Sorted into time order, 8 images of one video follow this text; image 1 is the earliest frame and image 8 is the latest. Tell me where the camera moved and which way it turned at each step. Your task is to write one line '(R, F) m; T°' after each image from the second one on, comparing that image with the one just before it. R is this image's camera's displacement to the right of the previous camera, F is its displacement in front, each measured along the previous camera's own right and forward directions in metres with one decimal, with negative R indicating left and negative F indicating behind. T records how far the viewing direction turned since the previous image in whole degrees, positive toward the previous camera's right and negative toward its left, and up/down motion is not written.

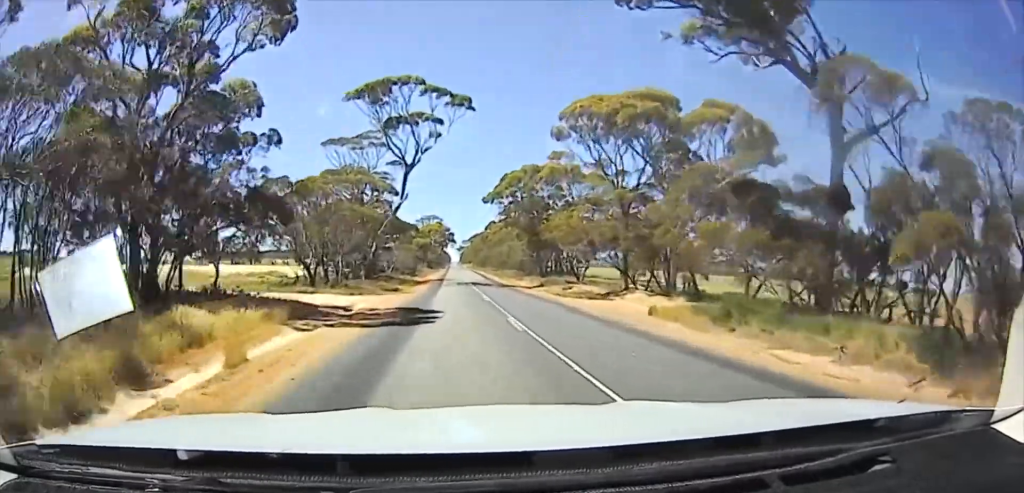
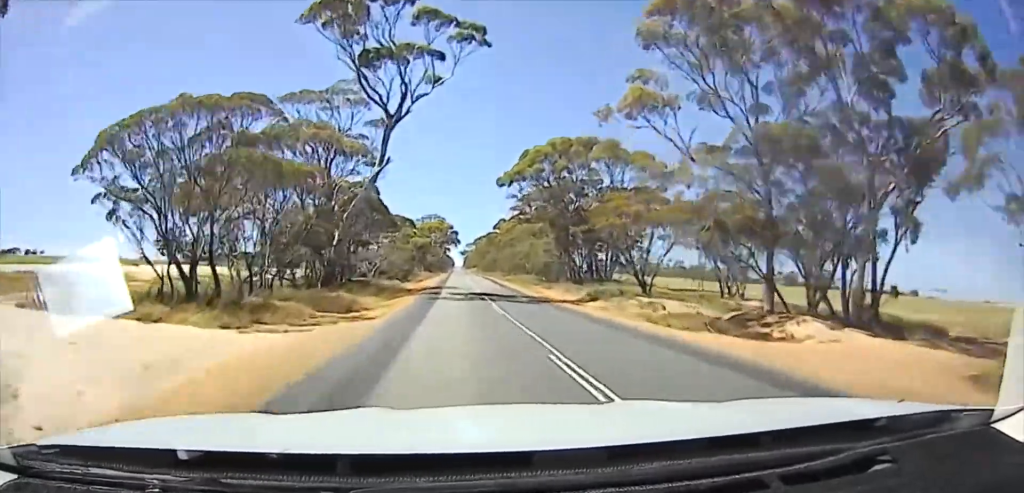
(0.0, +20.0) m; 0°
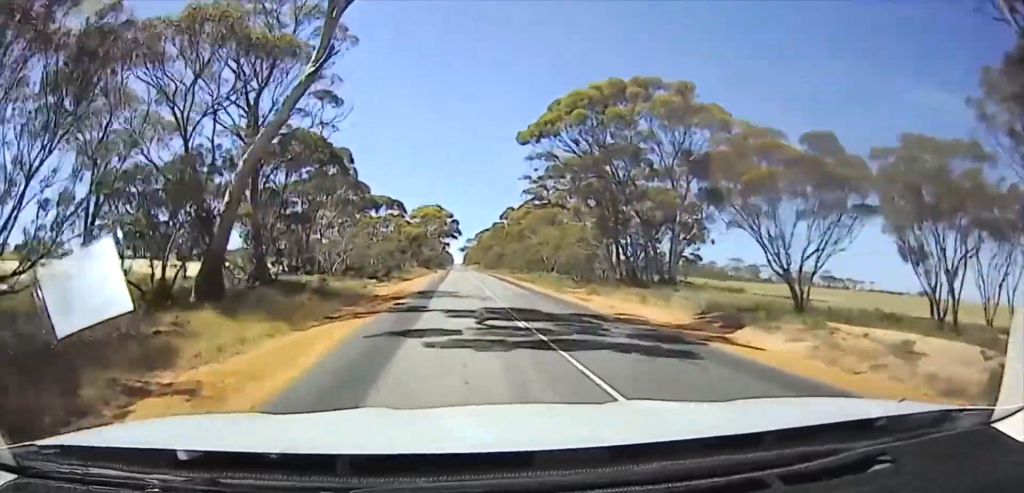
(0.0, +18.9) m; 0°
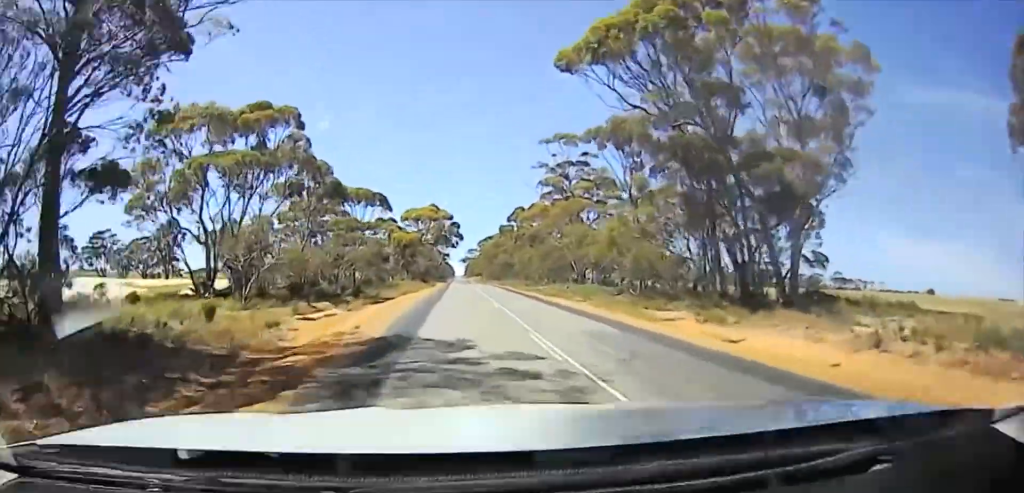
(0.0, +16.6) m; 0°
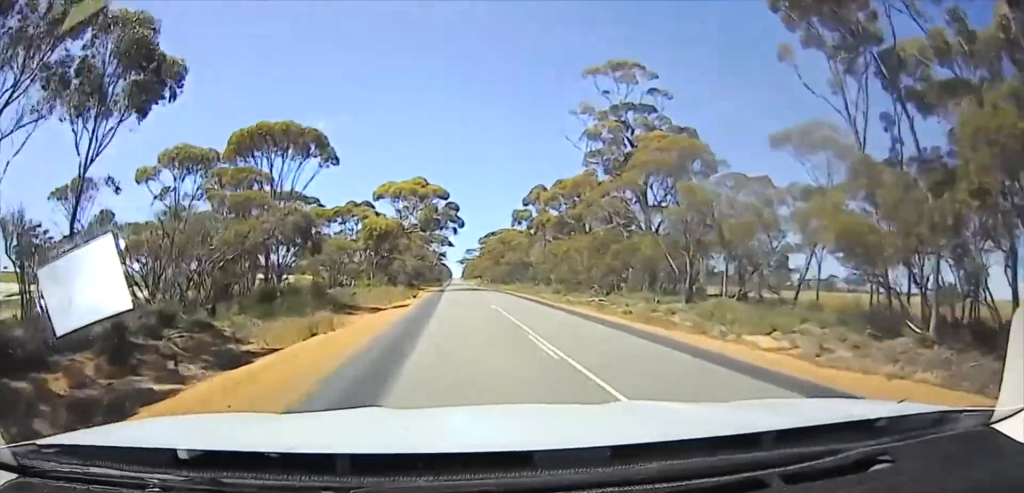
(0.0, +24.1) m; 0°
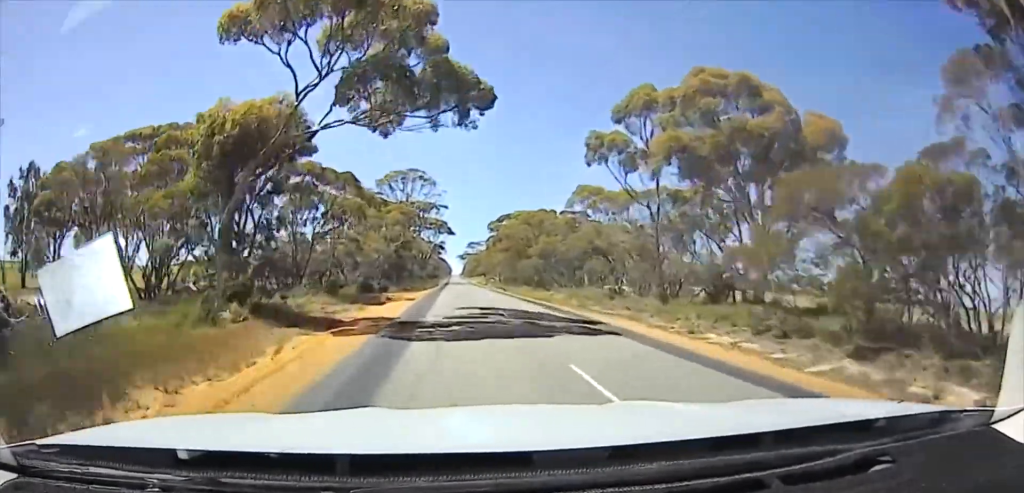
(0.0, +36.1) m; 0°
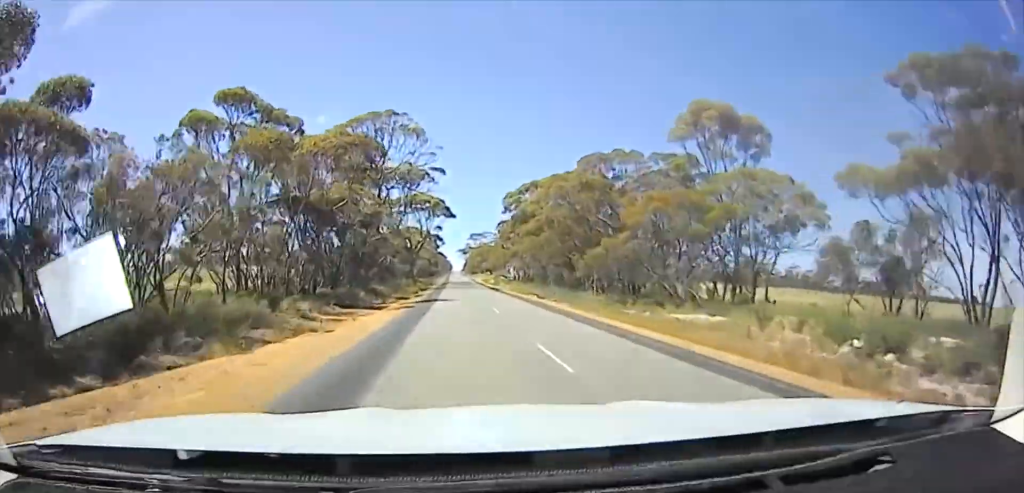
(0.0, +31.2) m; 0°
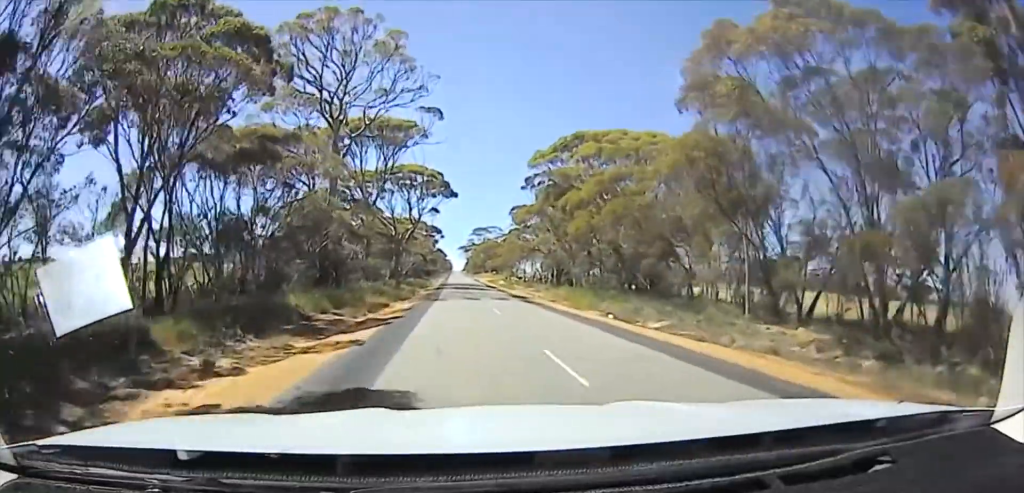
(0.0, +23.7) m; 0°
